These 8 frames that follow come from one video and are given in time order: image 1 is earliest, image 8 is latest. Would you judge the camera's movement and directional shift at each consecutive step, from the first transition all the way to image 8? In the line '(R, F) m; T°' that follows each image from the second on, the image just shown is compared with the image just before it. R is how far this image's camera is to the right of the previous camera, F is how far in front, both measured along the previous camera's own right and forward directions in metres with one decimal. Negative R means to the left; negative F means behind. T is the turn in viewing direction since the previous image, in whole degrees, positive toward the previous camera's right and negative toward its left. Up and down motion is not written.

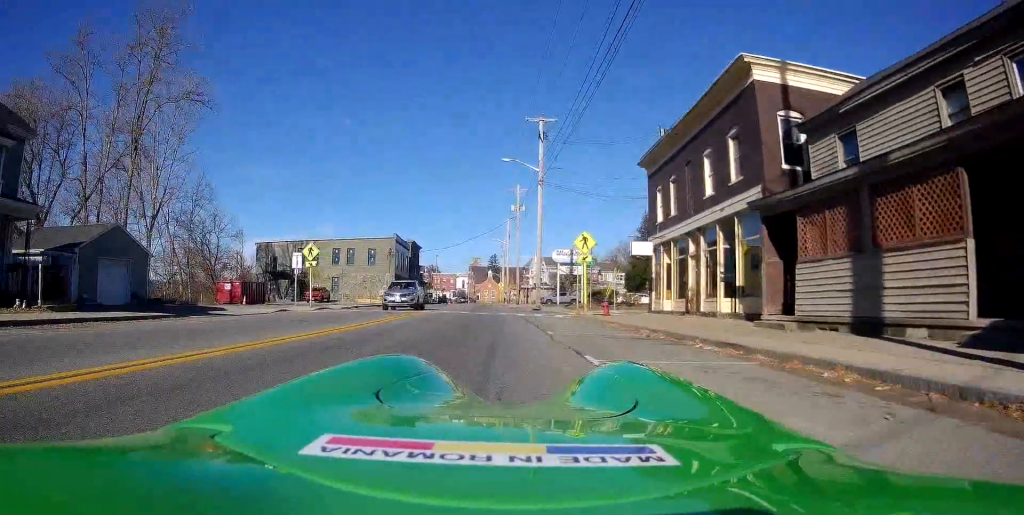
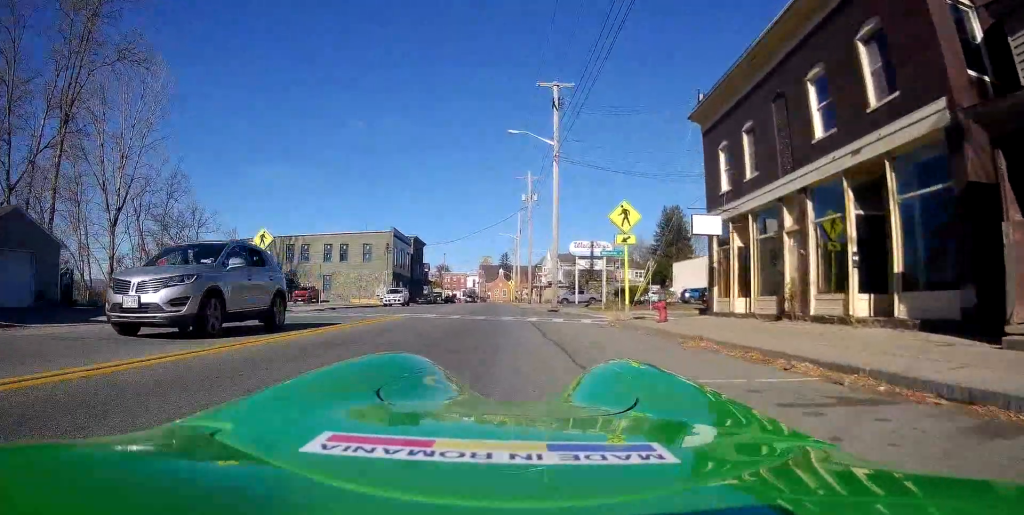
(-0.4, +8.0) m; -4°
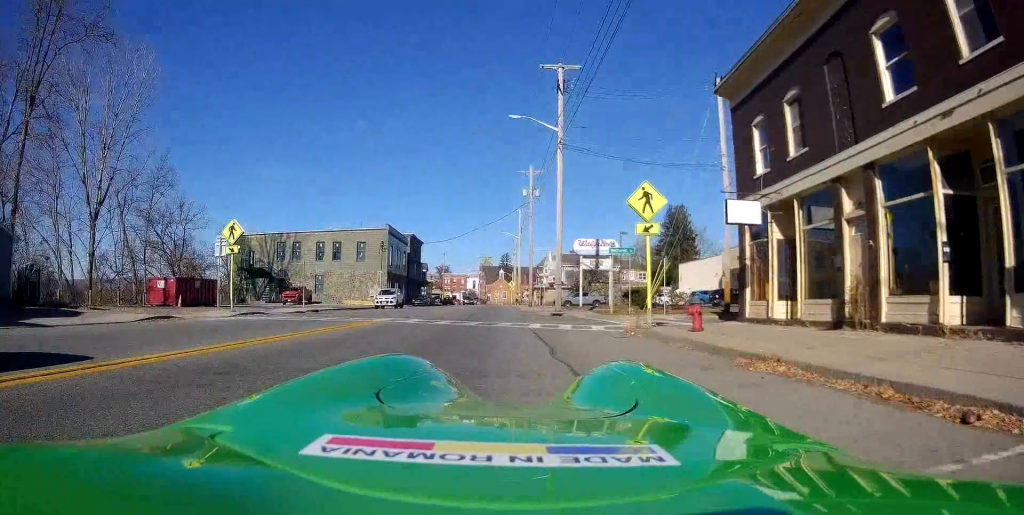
(0.0, +3.1) m; -2°
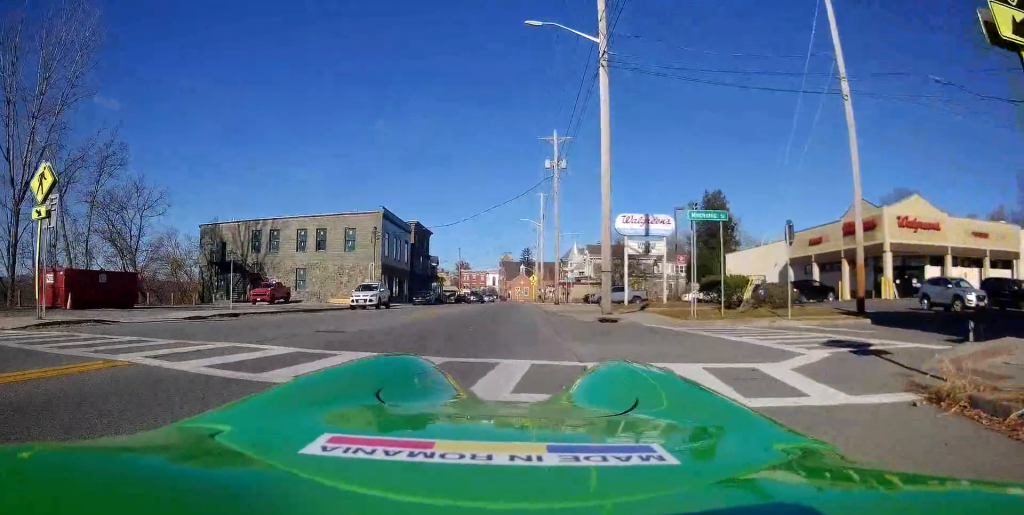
(-0.4, +12.1) m; +1°
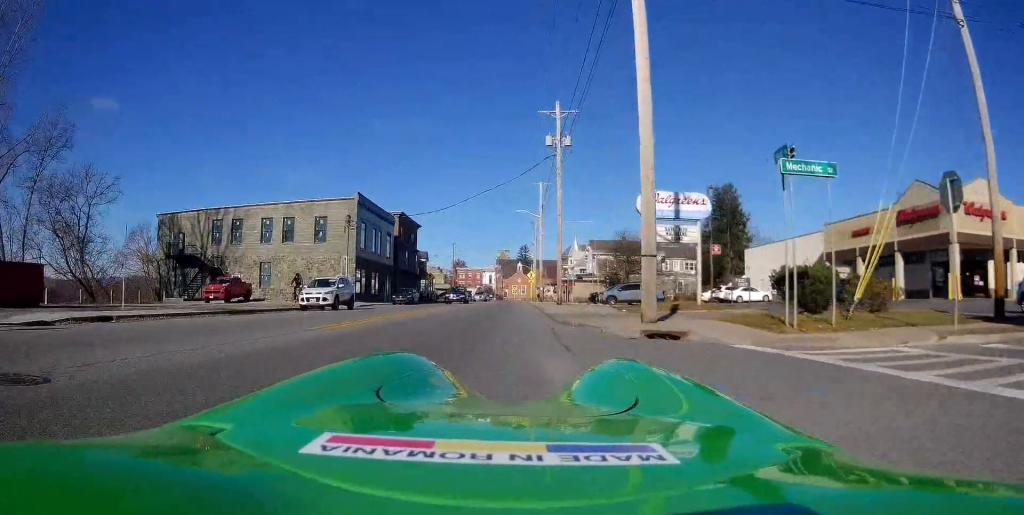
(+0.5, +7.6) m; +4°
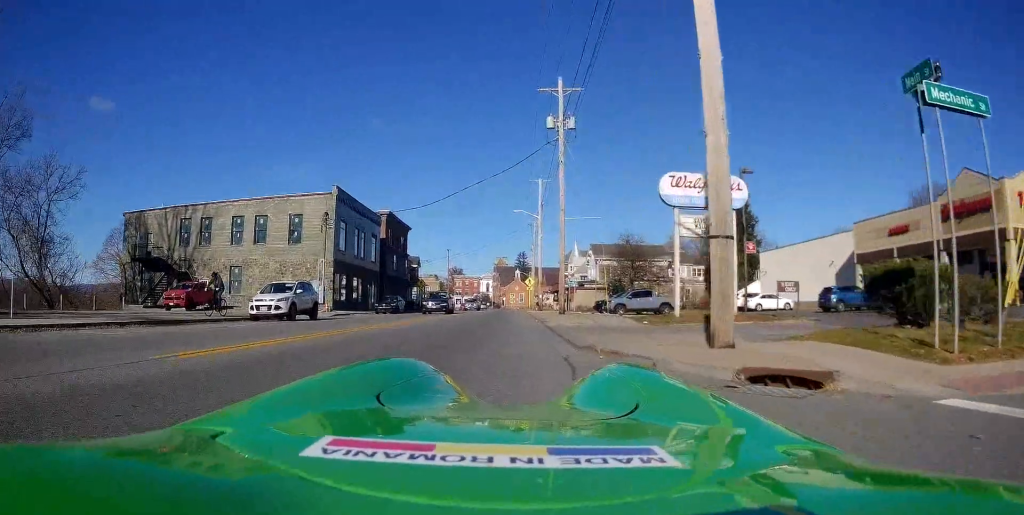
(+0.1, +5.3) m; -1°
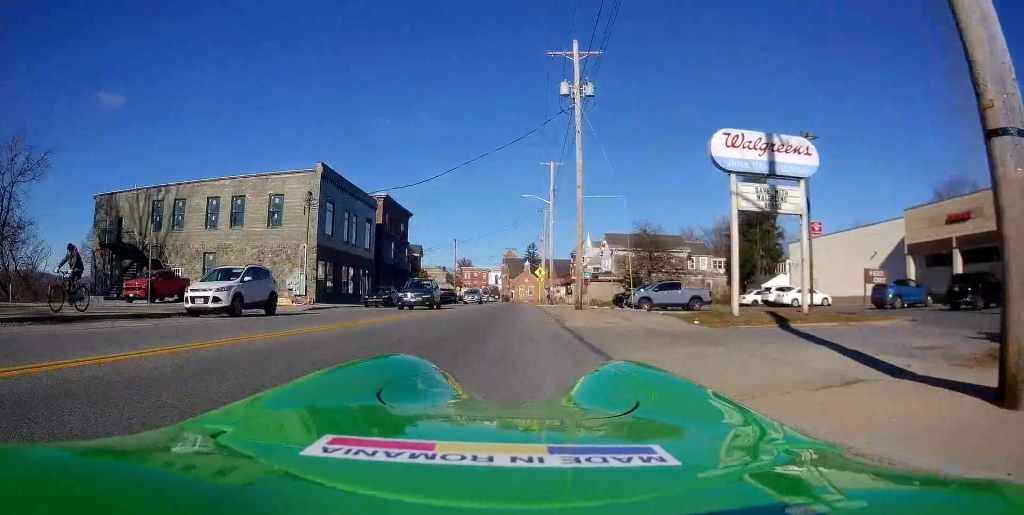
(-0.2, +5.3) m; -3°
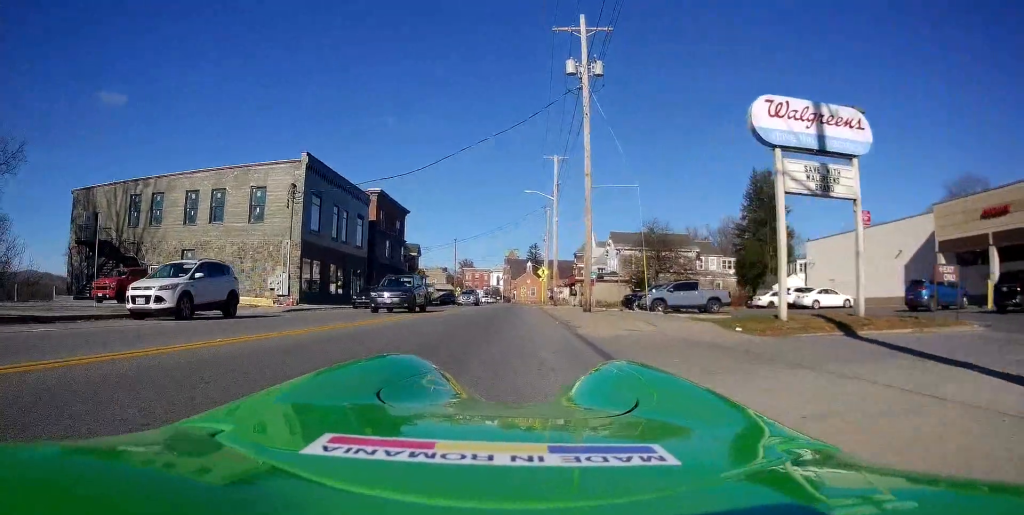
(0.0, +3.1) m; -2°
